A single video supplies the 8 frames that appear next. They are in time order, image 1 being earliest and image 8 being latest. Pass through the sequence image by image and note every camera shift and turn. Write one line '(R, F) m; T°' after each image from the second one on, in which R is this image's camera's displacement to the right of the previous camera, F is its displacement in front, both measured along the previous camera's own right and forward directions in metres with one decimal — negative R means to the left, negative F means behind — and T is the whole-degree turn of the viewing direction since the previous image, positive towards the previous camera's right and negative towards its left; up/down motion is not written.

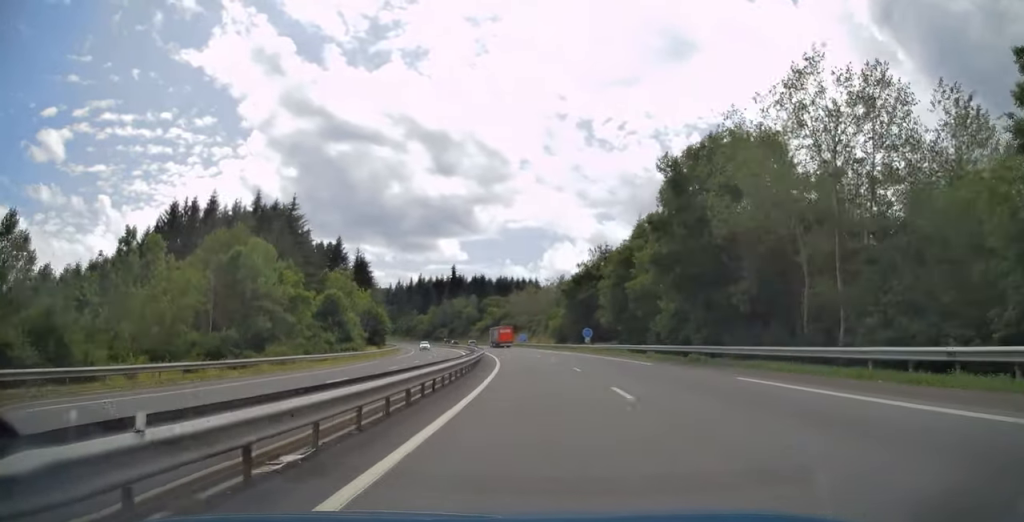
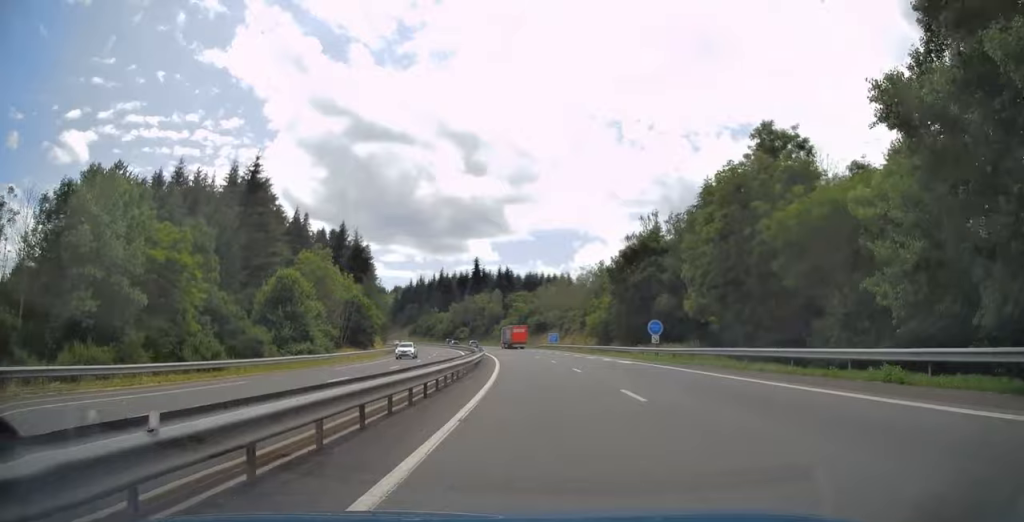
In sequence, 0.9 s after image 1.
(-0.7, +26.2) m; -3°
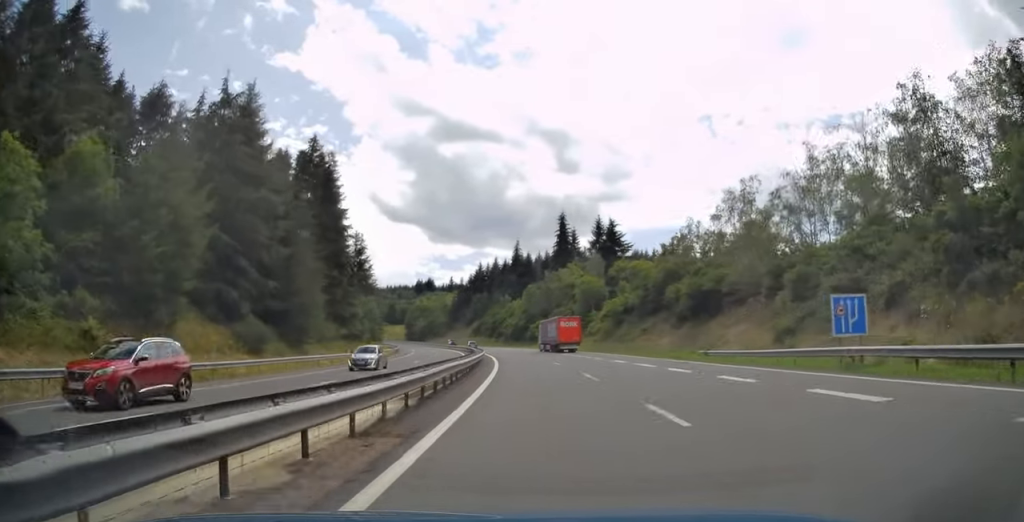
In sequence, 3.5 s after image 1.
(-6.2, +81.2) m; -9°
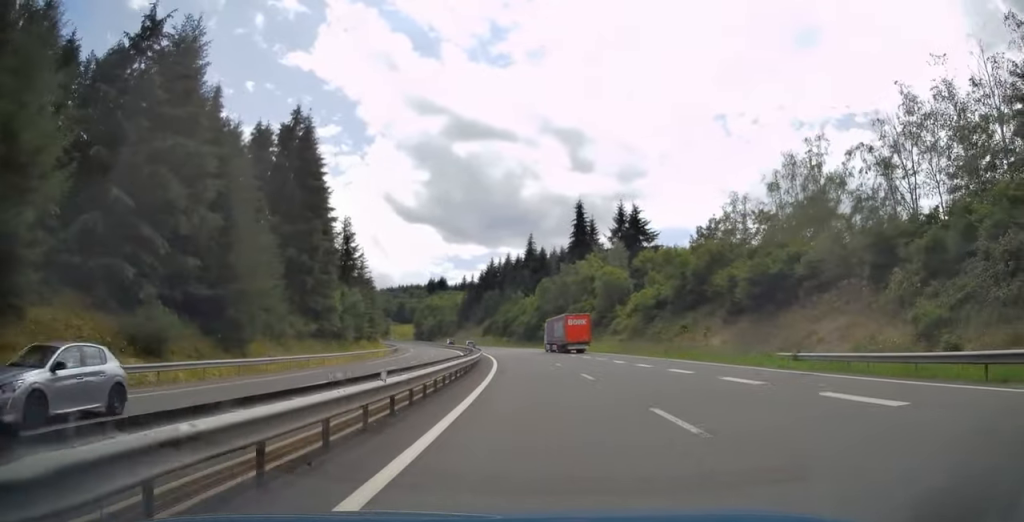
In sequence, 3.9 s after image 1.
(-0.3, +13.3) m; -2°
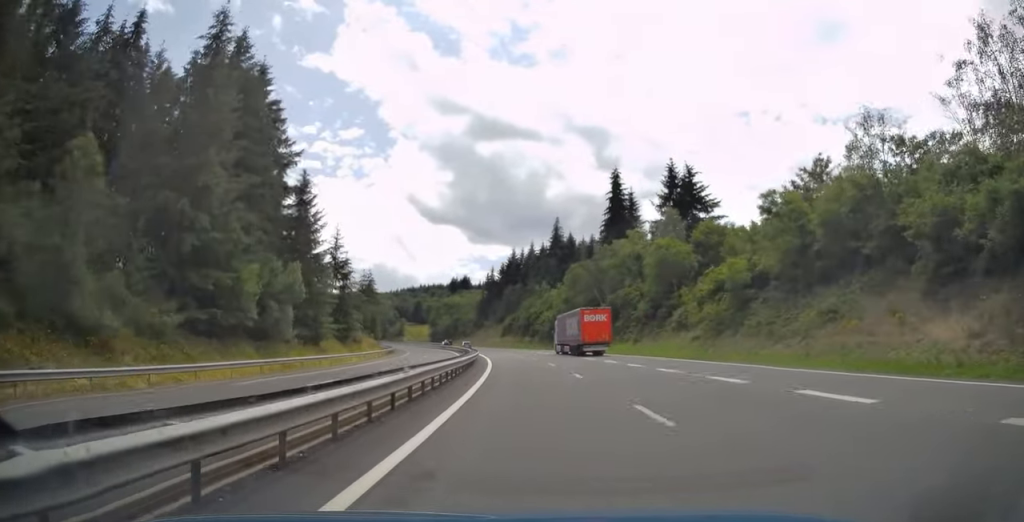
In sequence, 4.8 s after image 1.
(-0.5, +25.1) m; -3°
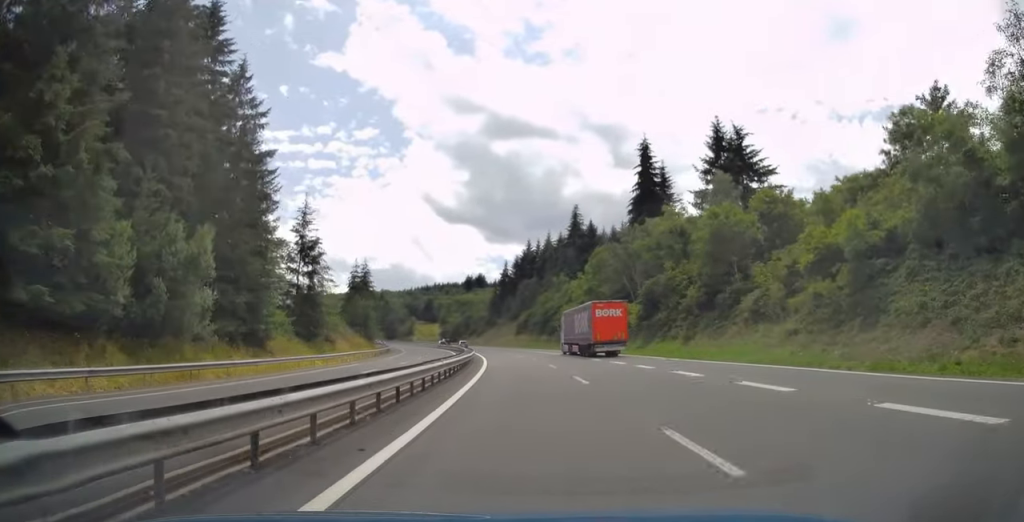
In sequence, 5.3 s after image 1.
(-0.3, +16.4) m; -2°
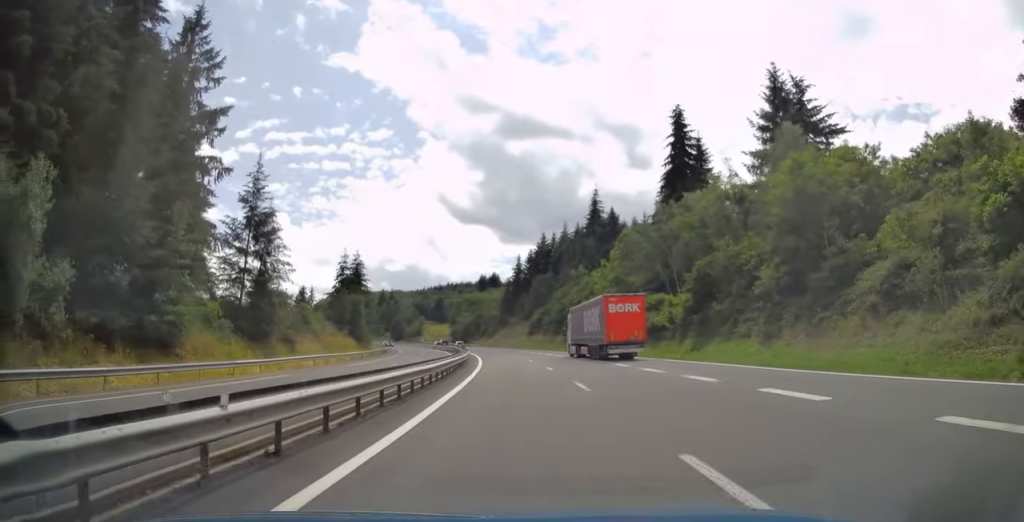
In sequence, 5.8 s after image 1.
(-0.2, +14.9) m; -2°
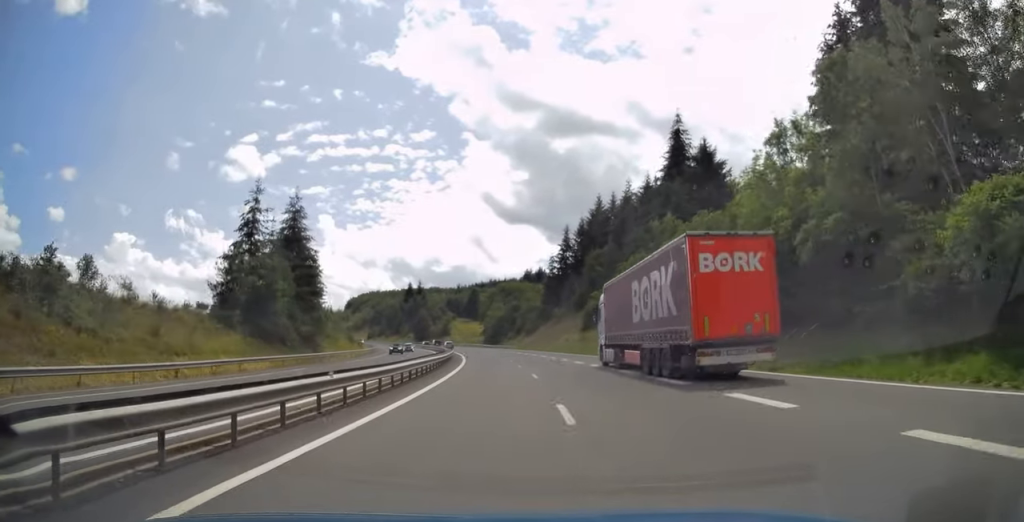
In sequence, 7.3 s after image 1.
(-1.7, +45.7) m; -4°
